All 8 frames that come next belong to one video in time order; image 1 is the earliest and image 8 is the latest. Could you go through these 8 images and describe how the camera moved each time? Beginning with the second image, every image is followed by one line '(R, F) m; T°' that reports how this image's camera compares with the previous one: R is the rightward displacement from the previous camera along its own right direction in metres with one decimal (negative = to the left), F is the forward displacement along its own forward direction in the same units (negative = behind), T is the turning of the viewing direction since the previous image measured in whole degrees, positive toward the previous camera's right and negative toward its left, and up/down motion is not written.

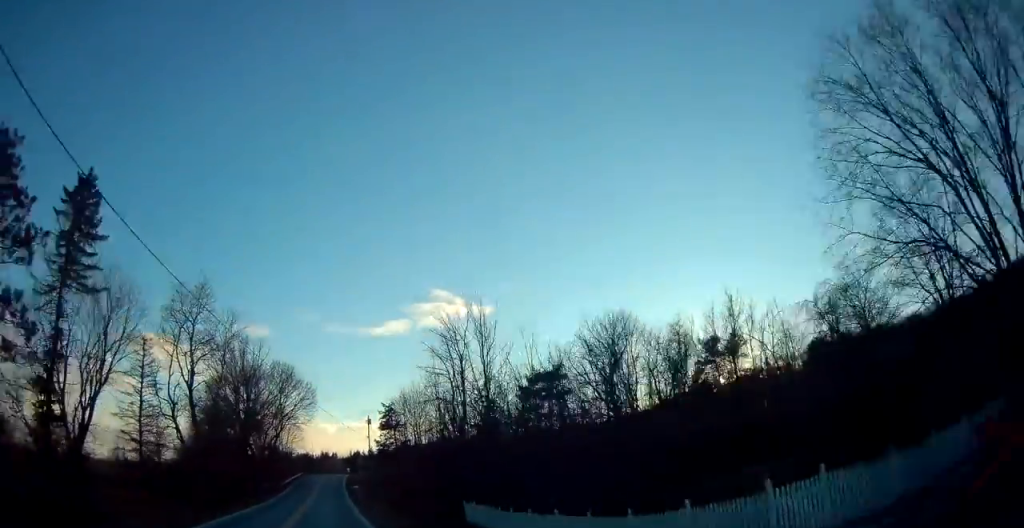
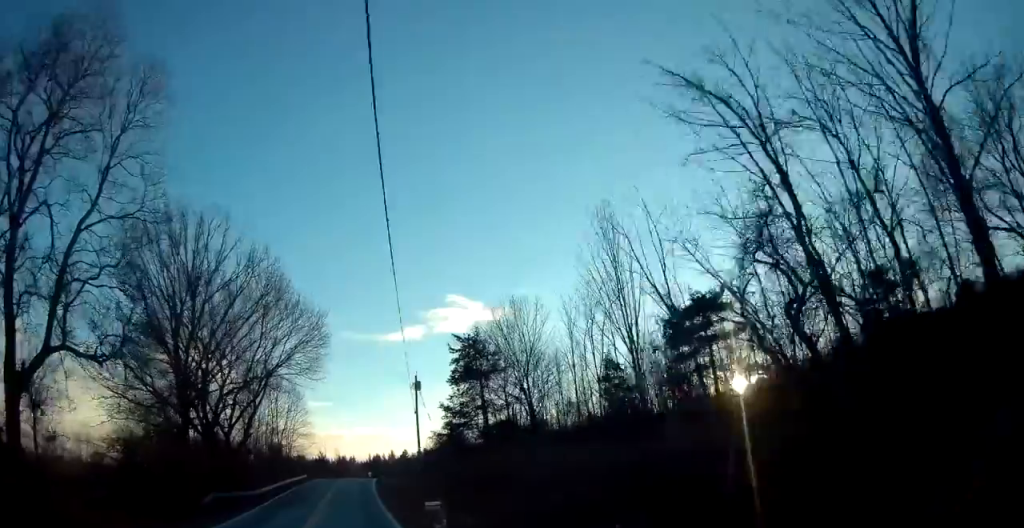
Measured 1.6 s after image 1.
(-0.5, +34.4) m; 0°
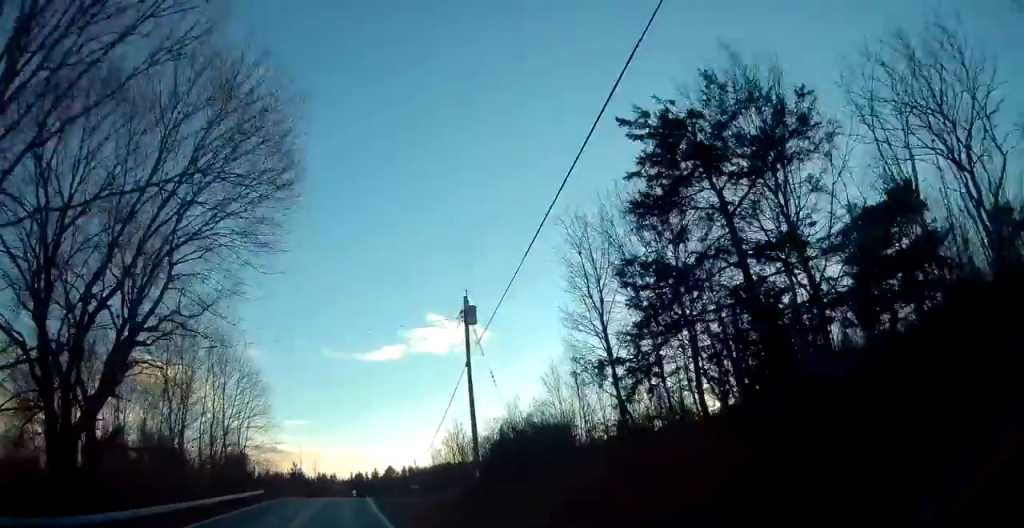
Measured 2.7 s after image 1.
(+0.3, +24.8) m; +1°
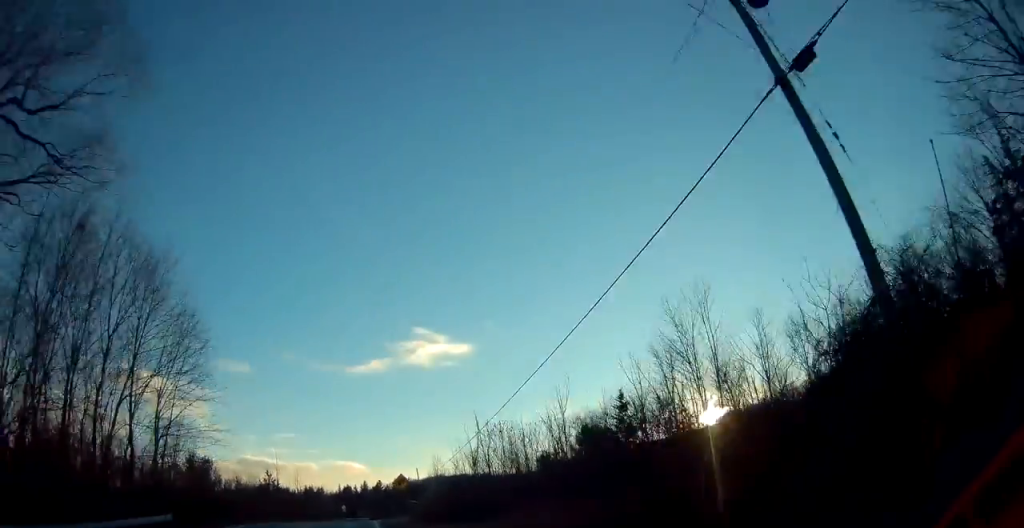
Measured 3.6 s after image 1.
(0.0, +19.4) m; +1°
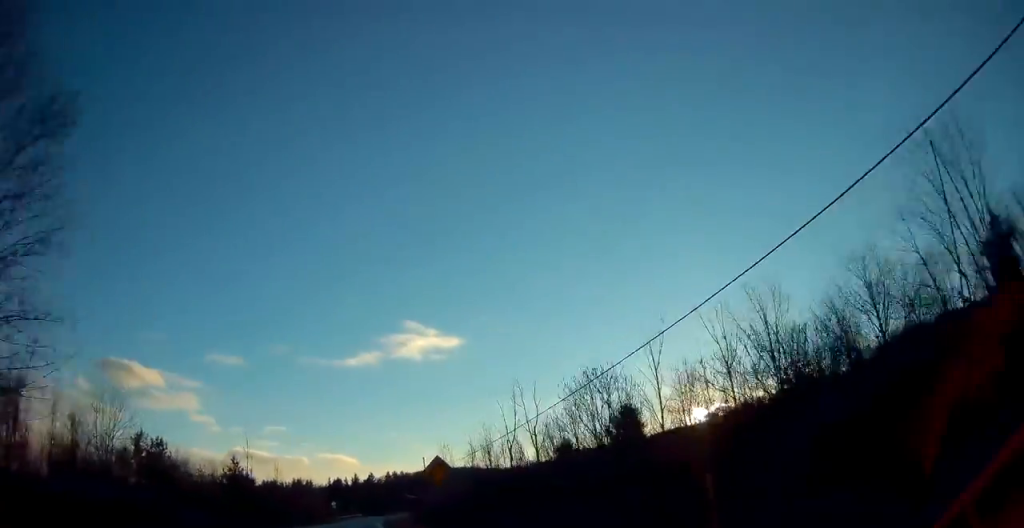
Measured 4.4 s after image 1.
(+0.2, +17.7) m; +1°
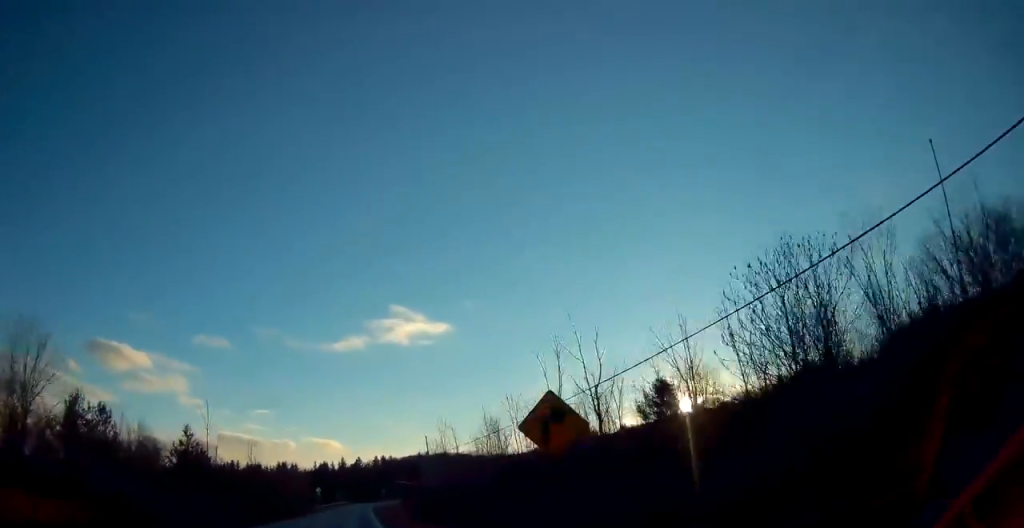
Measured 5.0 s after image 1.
(+0.1, +13.2) m; +1°
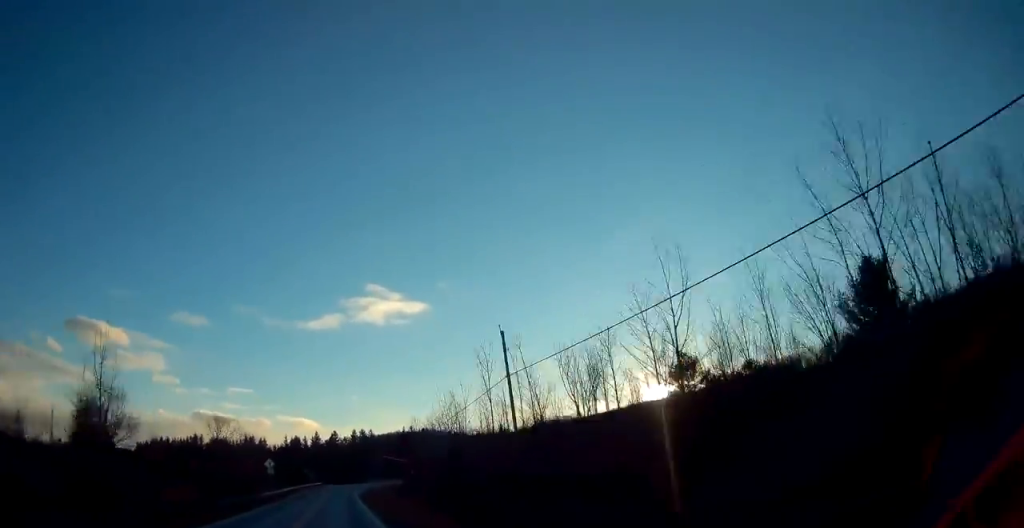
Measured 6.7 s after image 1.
(+1.2, +37.2) m; +3°
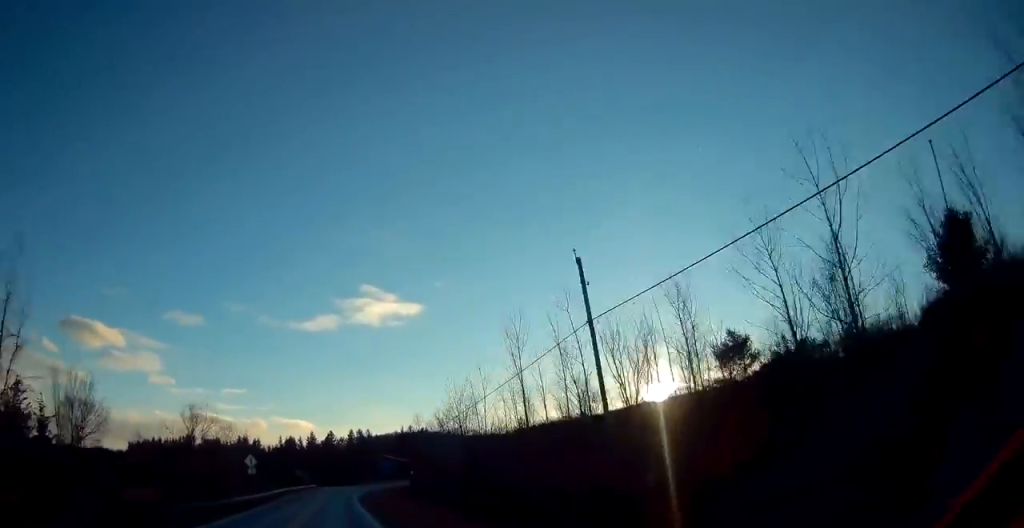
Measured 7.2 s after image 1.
(-0.1, +9.7) m; 0°
